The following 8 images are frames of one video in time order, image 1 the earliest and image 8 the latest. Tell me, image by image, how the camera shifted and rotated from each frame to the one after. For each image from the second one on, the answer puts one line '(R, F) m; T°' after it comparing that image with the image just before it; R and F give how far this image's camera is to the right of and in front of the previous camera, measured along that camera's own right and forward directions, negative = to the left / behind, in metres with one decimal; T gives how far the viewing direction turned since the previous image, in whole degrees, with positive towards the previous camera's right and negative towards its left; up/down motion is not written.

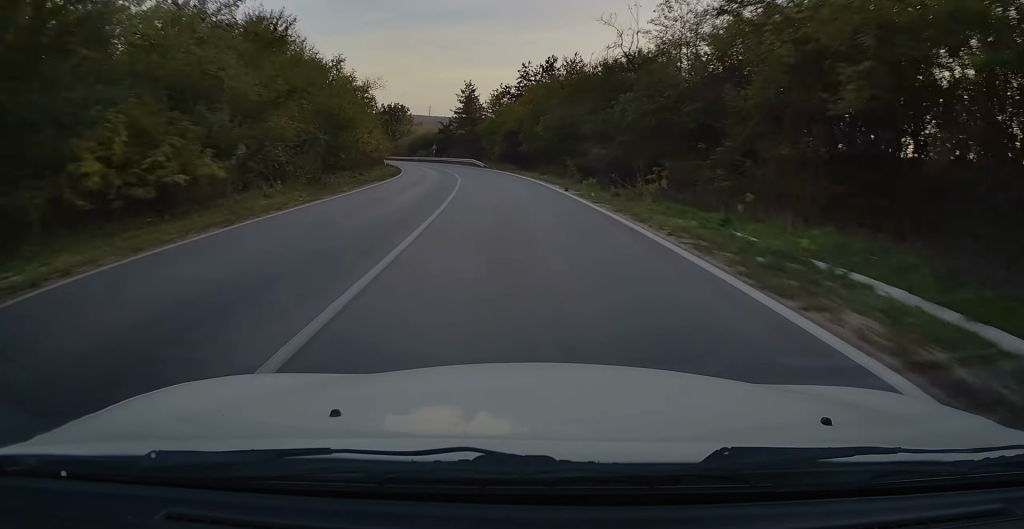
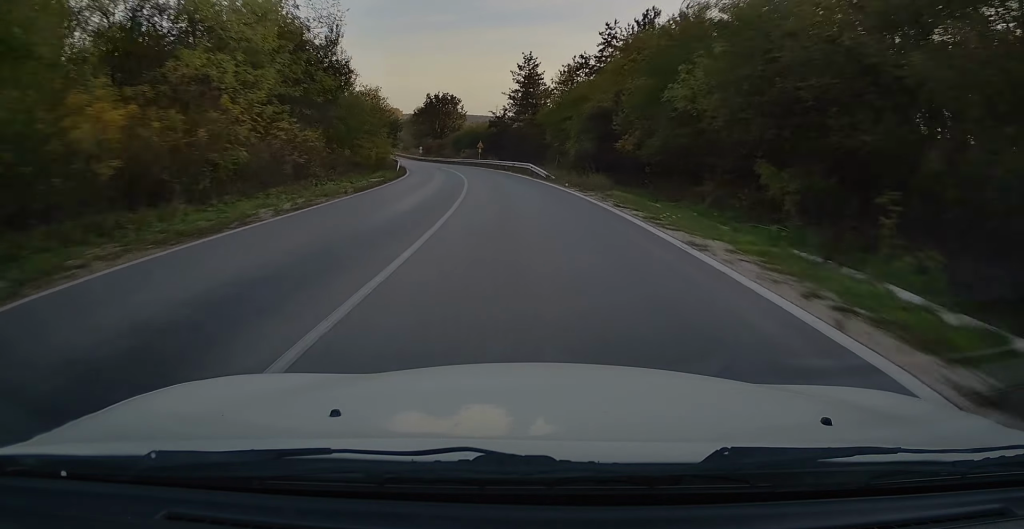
(-1.7, +28.2) m; -7°
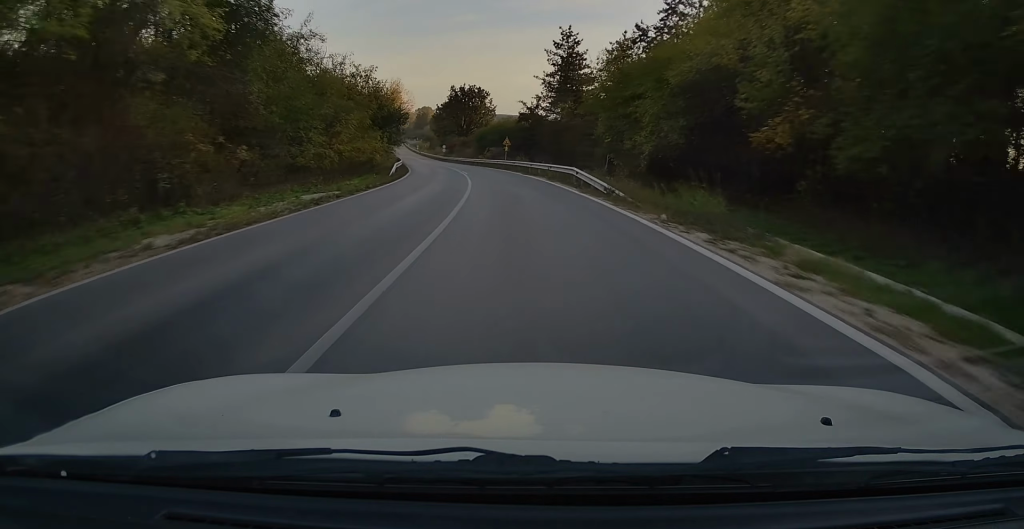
(-0.3, +14.1) m; -3°
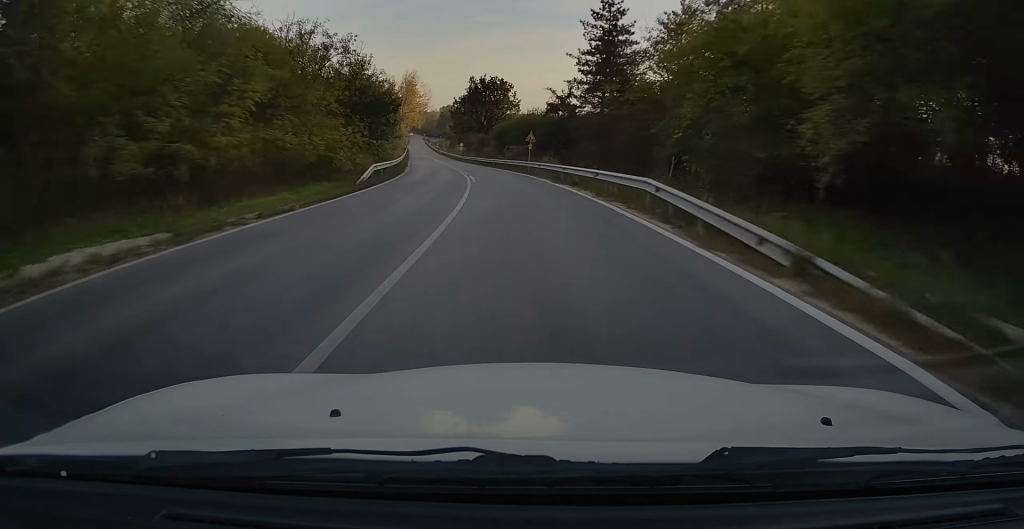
(-0.4, +12.3) m; -2°
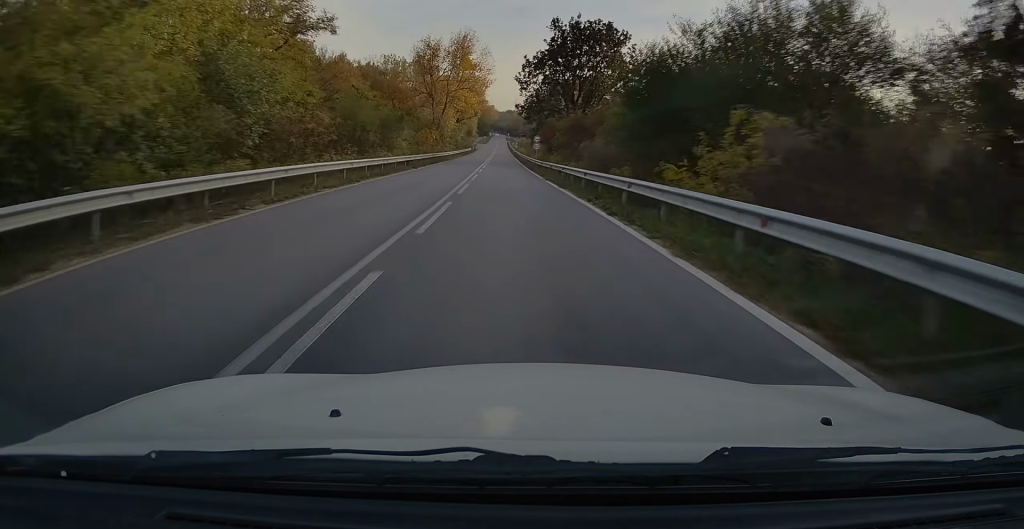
(-3.1, +46.8) m; -8°
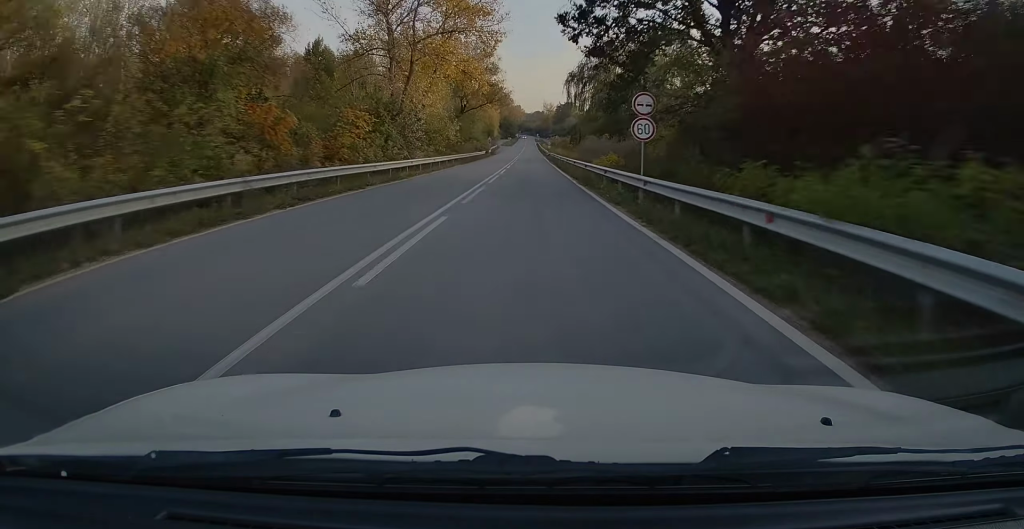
(-1.8, +39.5) m; -3°
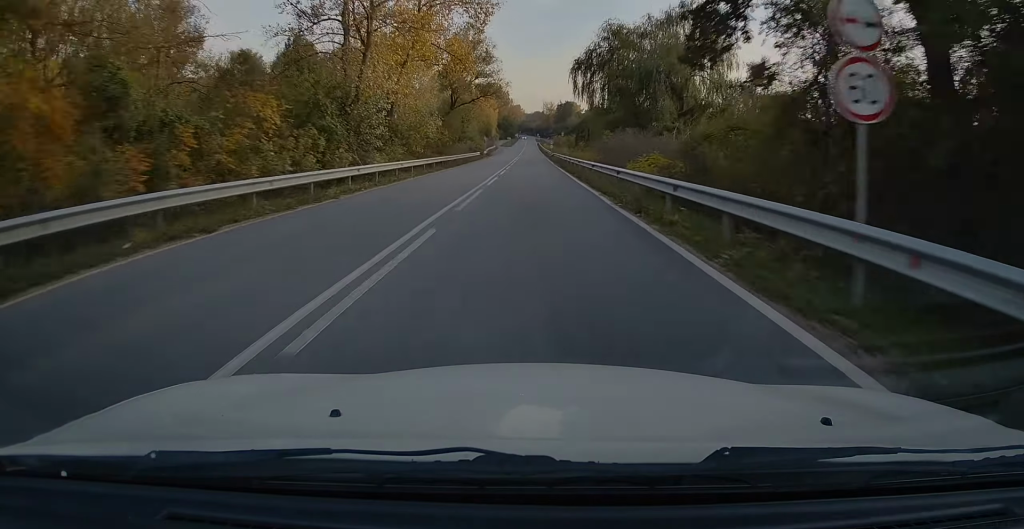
(0.0, +10.6) m; 0°
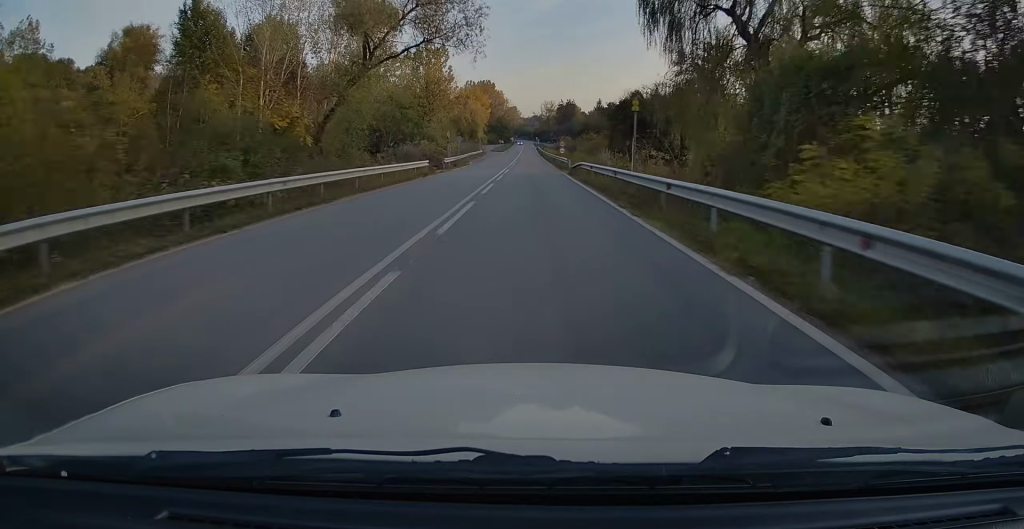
(+0.3, +38.9) m; +1°
